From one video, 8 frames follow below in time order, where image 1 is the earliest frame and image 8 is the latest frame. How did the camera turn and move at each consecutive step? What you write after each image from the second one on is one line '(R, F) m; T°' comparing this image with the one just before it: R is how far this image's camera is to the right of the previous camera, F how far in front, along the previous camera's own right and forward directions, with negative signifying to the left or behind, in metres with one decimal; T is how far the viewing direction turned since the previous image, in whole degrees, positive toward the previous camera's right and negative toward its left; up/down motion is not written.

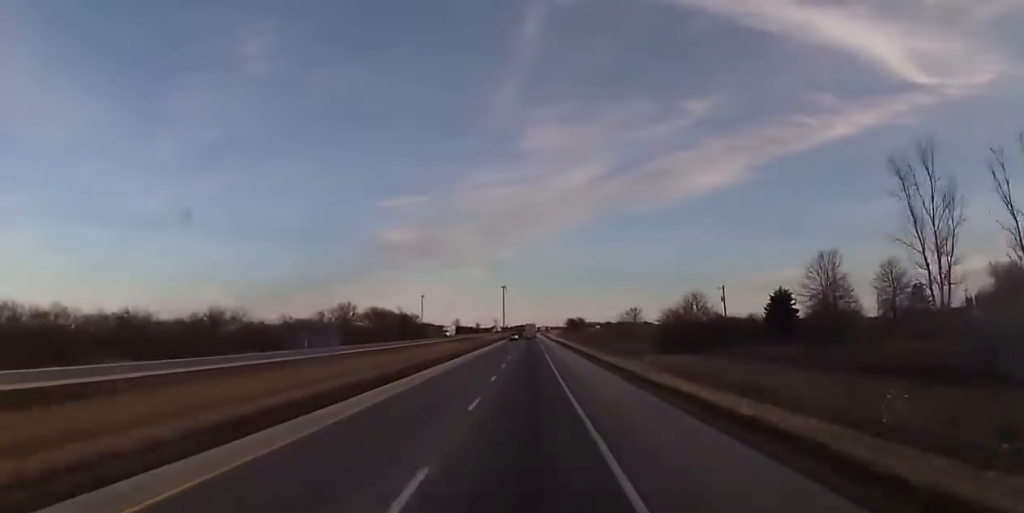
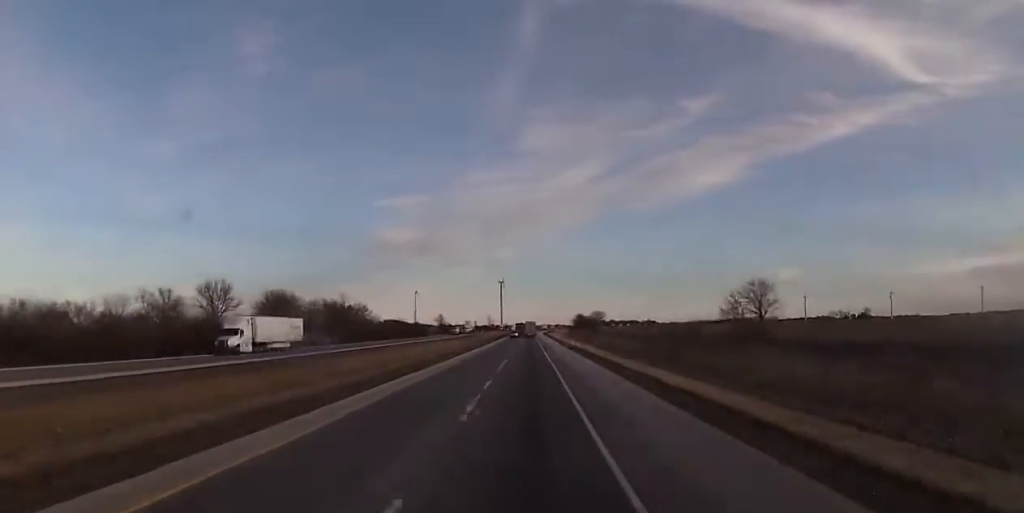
(0.0, +104.9) m; 0°
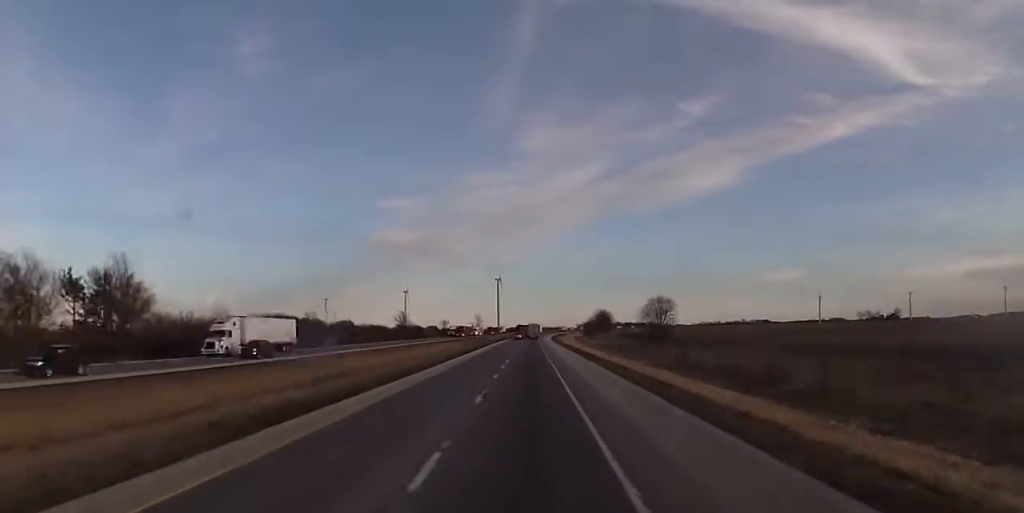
(-0.1, +111.1) m; 0°
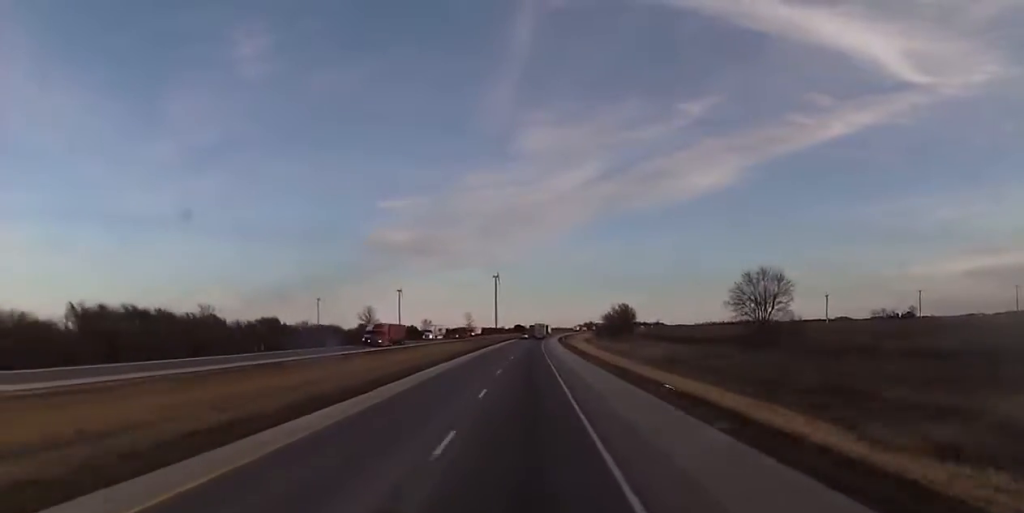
(-0.4, +49.2) m; 0°
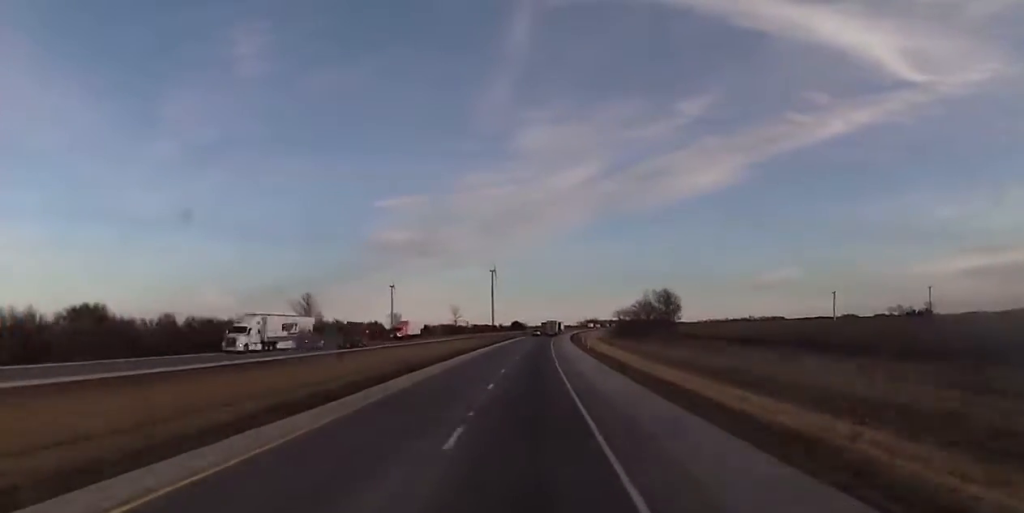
(+0.7, +69.6) m; +1°
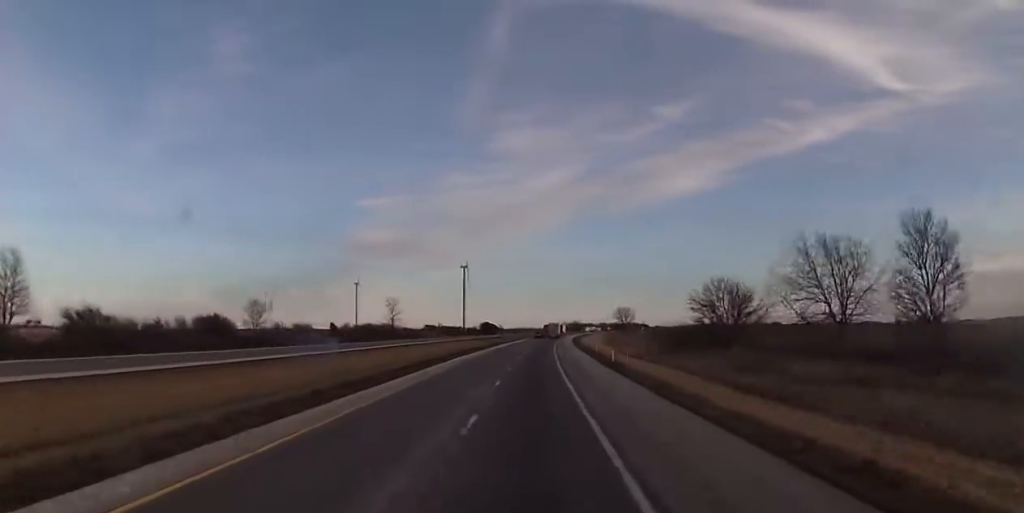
(+0.3, +109.0) m; +2°
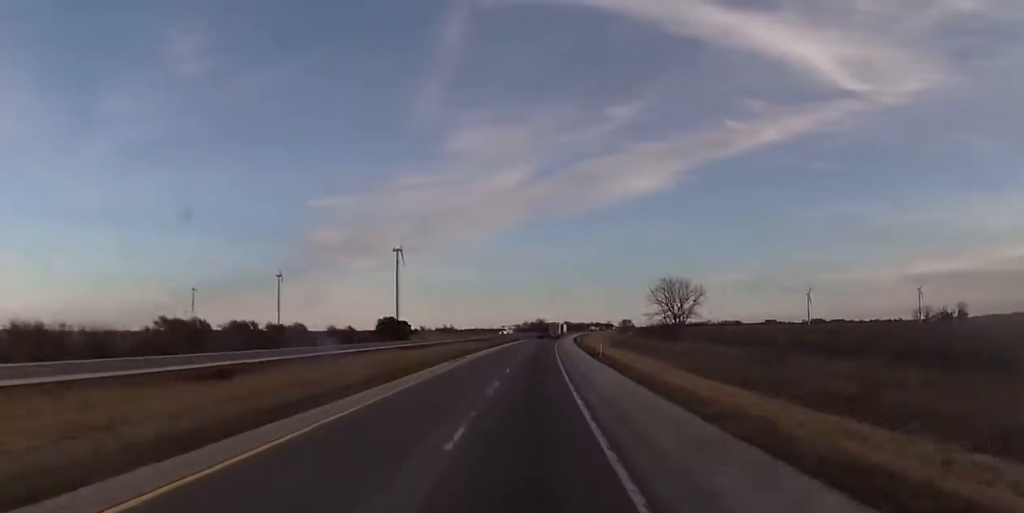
(+5.7, +162.3) m; +3°
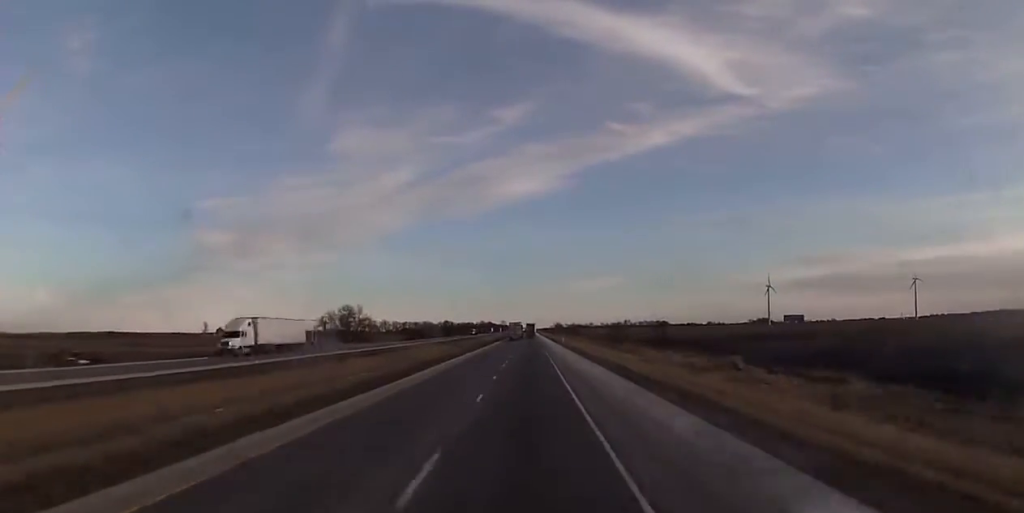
(+36.0, +424.4) m; +8°
